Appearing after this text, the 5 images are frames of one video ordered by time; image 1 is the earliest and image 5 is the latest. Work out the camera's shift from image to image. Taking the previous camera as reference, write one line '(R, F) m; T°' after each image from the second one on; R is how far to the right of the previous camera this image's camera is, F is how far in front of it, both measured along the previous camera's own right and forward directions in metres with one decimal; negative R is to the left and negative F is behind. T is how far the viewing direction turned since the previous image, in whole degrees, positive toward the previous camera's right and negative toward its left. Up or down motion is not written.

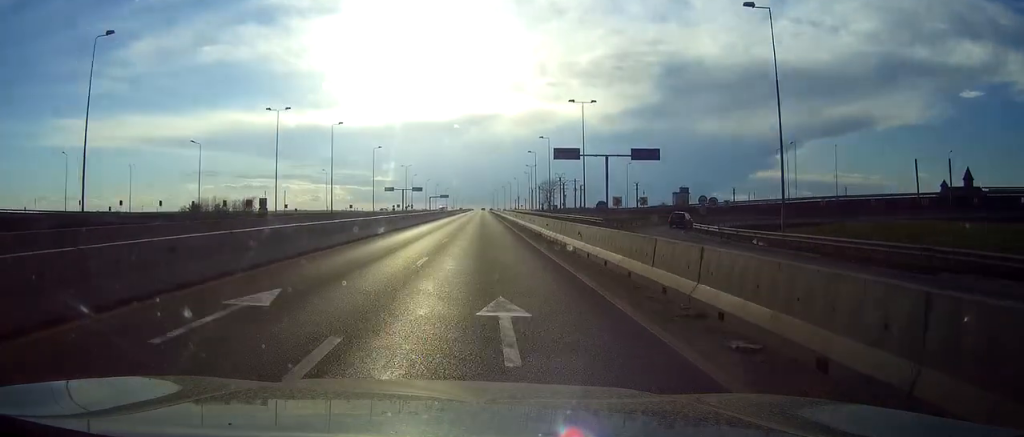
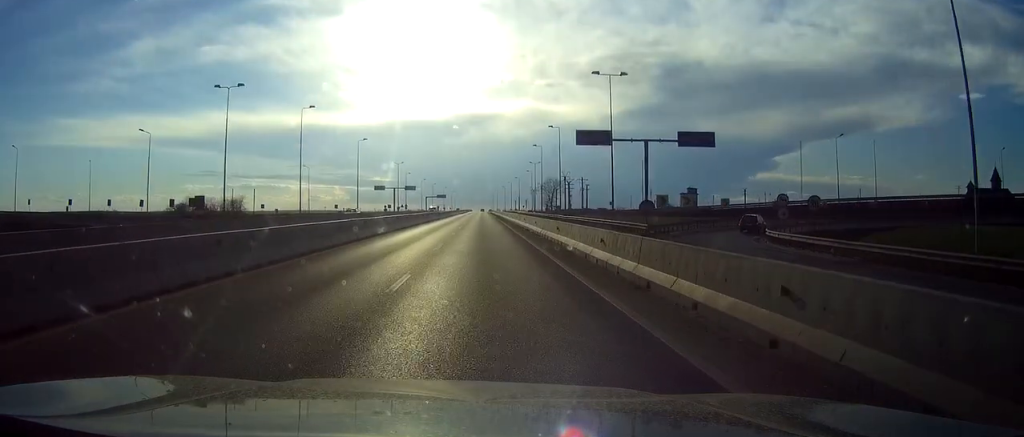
(-0.1, +16.8) m; 0°
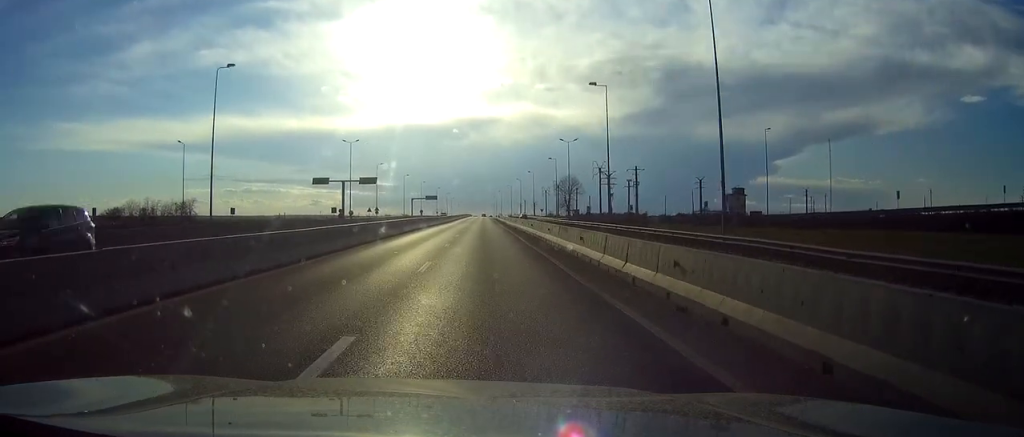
(+0.1, +66.6) m; 0°
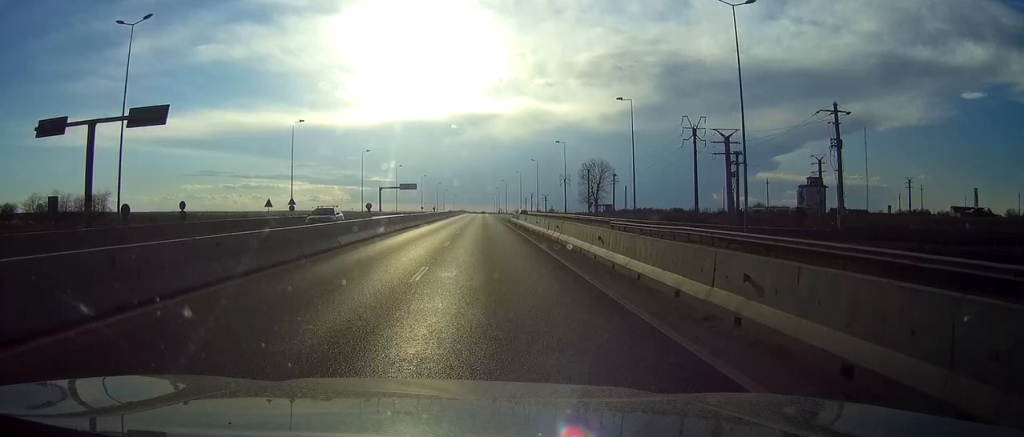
(-0.3, +74.3) m; 0°
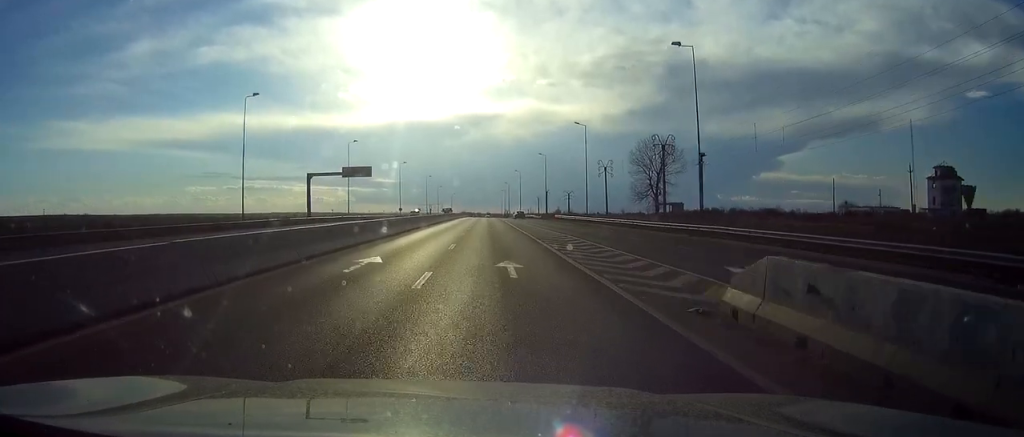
(+0.4, +73.1) m; 0°
